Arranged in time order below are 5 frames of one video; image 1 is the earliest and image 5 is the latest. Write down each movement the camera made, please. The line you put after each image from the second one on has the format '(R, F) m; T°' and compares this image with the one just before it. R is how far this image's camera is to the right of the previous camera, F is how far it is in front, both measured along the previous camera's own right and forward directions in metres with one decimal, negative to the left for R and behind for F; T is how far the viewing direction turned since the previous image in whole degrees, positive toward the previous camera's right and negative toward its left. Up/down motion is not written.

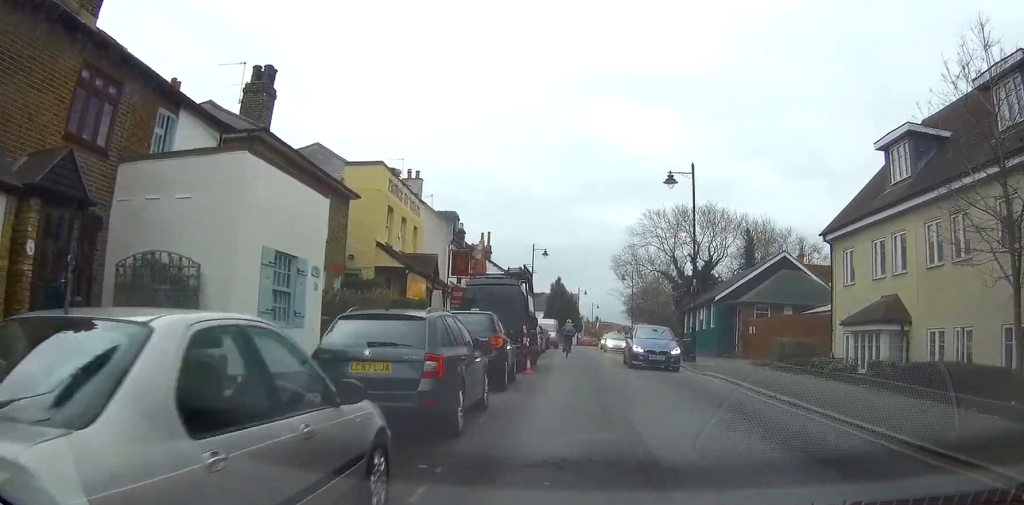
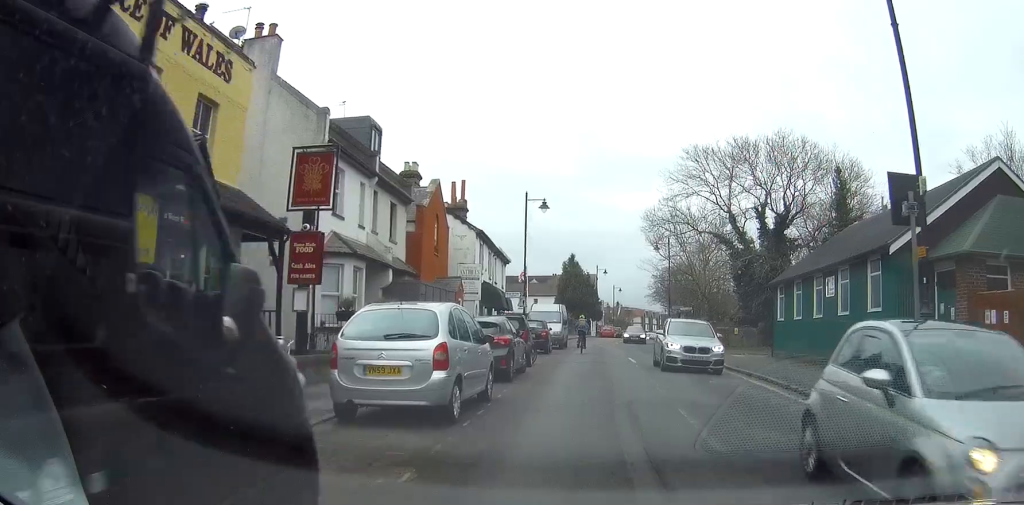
(+0.2, +21.8) m; +1°
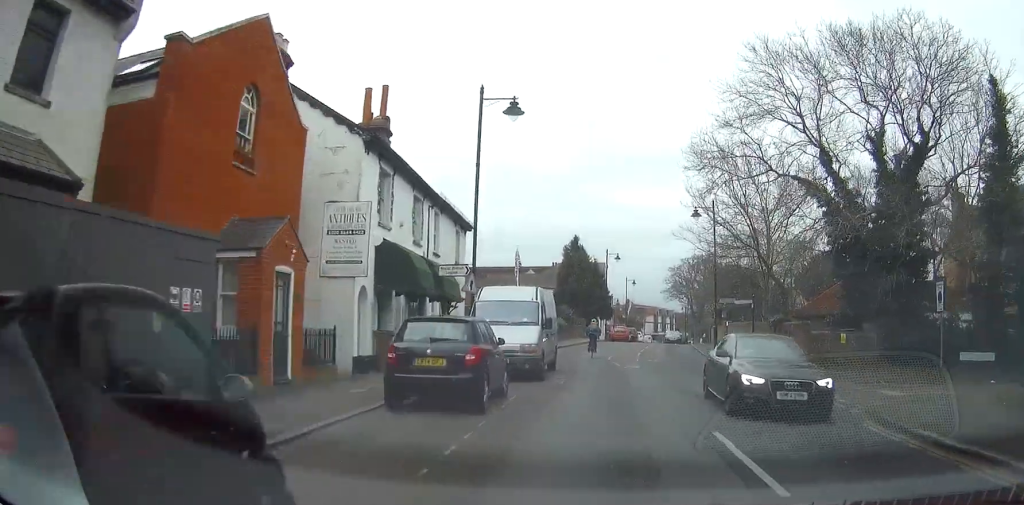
(+0.1, +19.9) m; +1°
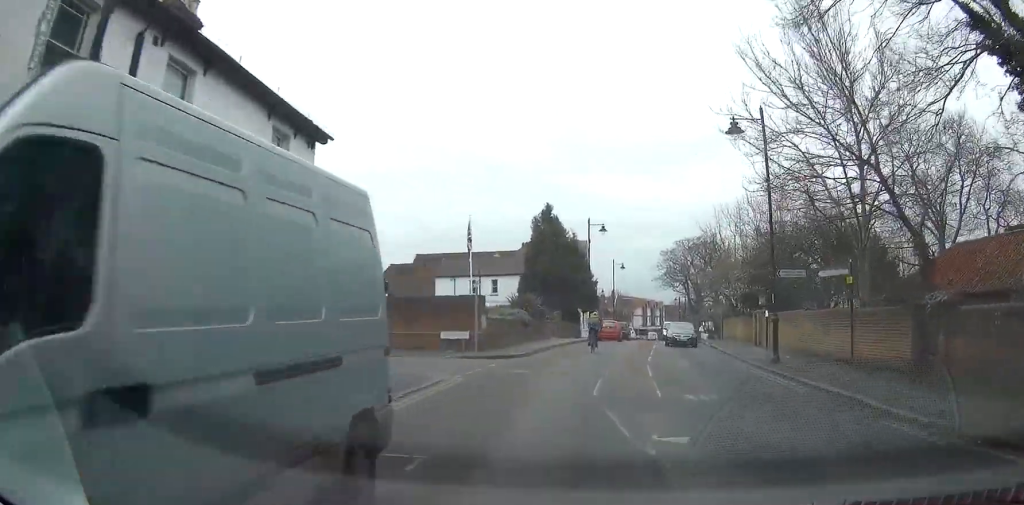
(+0.2, +17.1) m; +1°
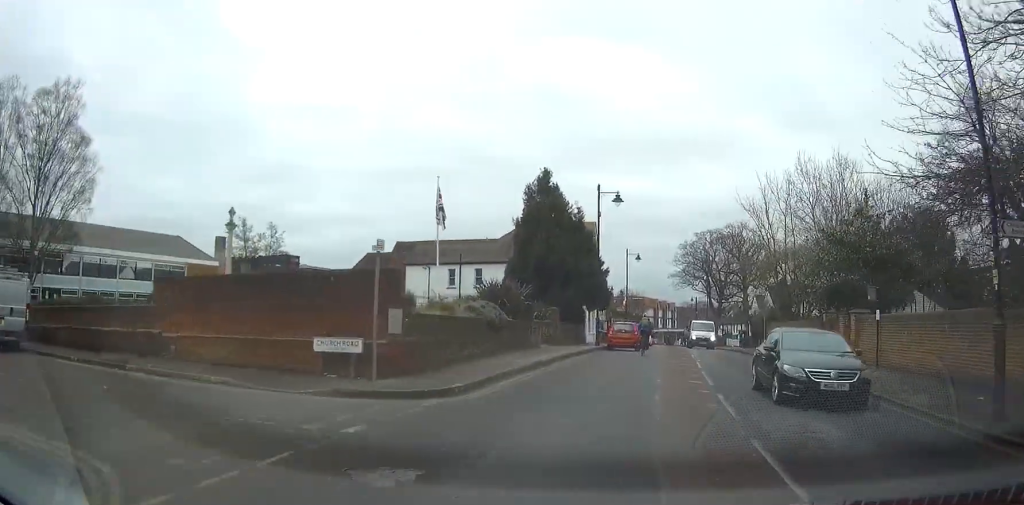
(0.0, +13.6) m; +1°
